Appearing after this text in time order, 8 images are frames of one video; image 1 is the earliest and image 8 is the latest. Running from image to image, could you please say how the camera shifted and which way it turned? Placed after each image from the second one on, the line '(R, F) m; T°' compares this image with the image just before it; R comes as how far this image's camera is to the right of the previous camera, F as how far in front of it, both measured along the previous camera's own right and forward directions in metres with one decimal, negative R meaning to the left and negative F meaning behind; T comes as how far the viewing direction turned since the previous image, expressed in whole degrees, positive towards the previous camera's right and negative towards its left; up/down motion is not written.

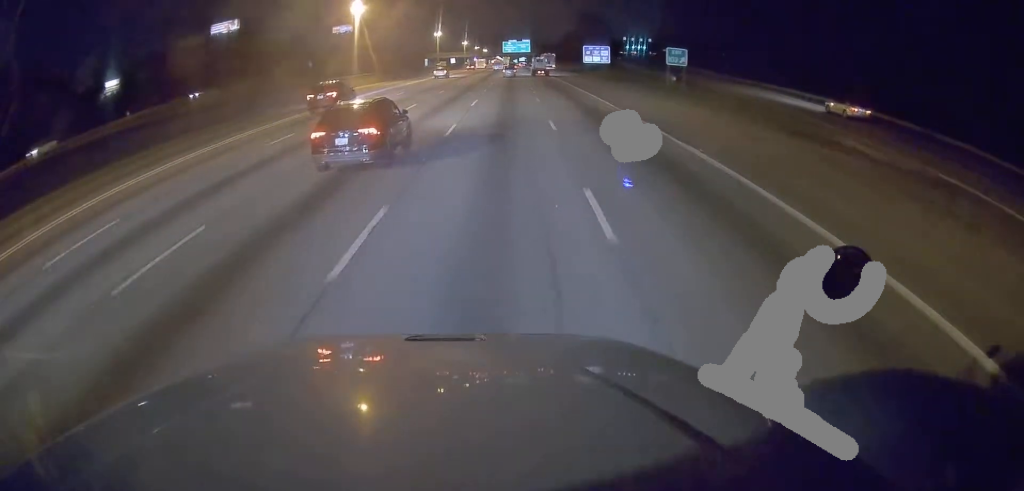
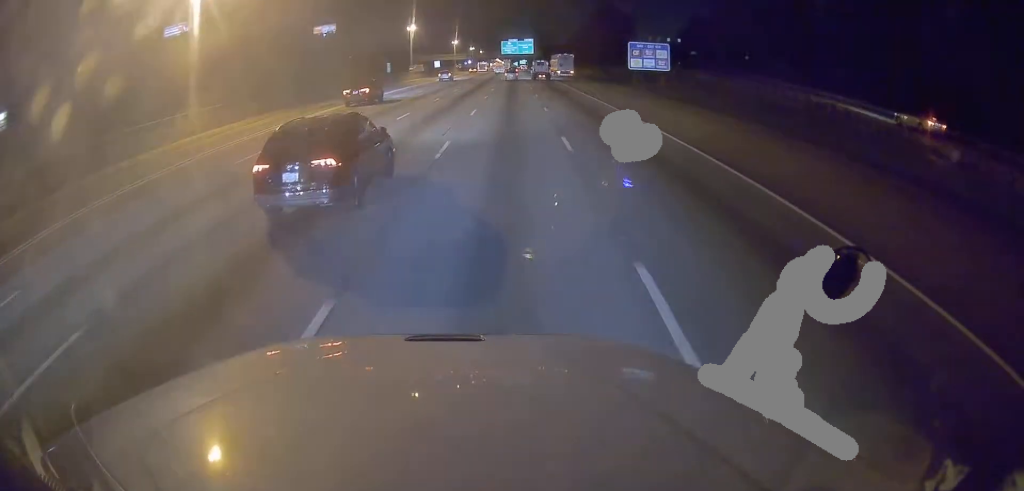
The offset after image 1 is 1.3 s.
(0.0, +40.1) m; 0°
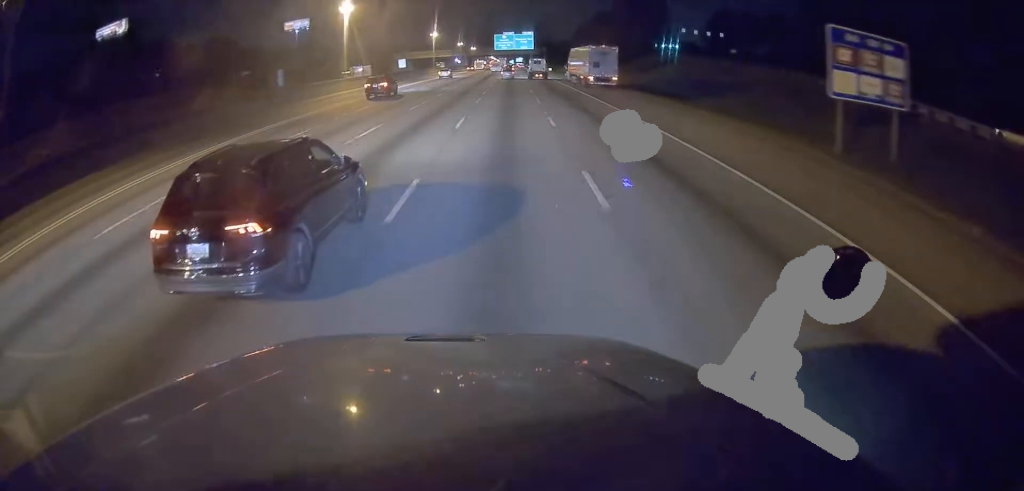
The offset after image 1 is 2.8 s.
(+0.1, +42.6) m; +1°
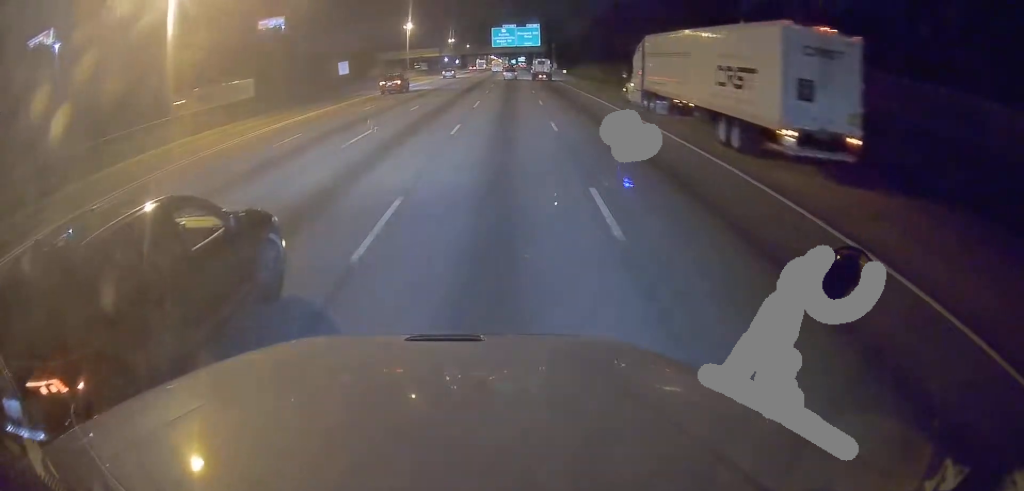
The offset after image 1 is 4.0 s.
(+0.3, +37.9) m; +1°
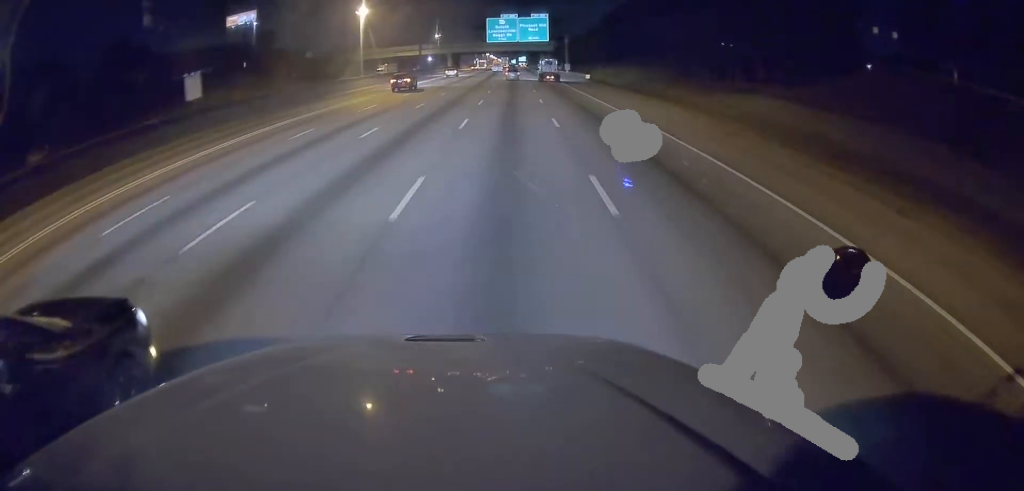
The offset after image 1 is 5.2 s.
(0.0, +34.3) m; -1°
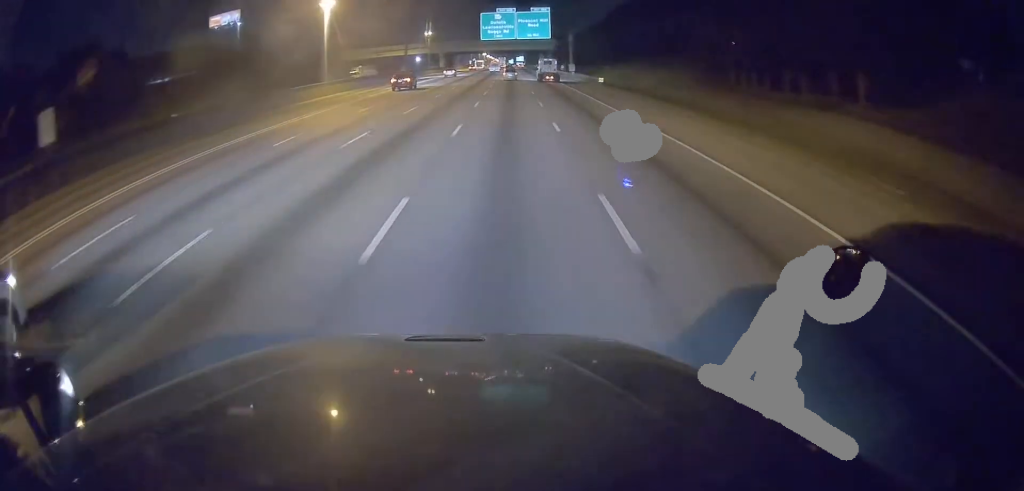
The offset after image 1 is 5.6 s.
(0.0, +13.9) m; 0°
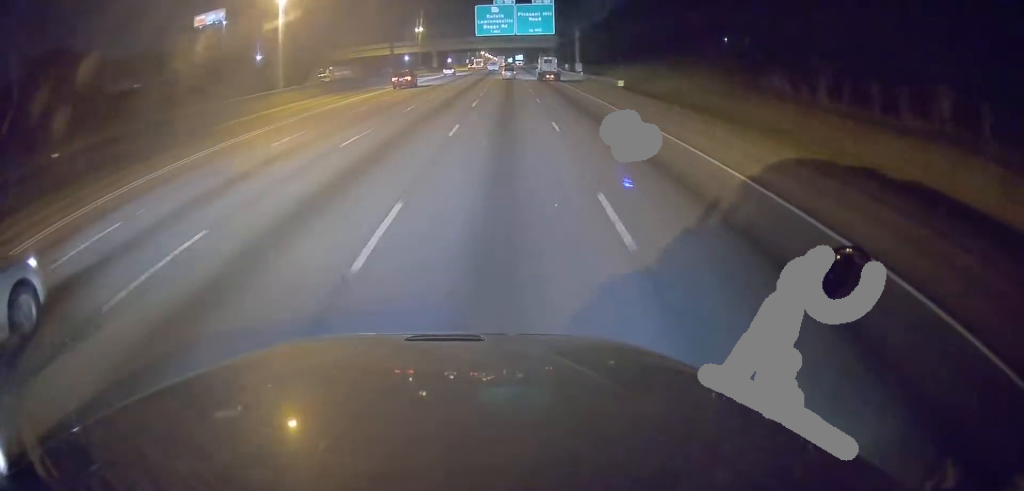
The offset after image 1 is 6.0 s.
(-0.1, +12.4) m; 0°
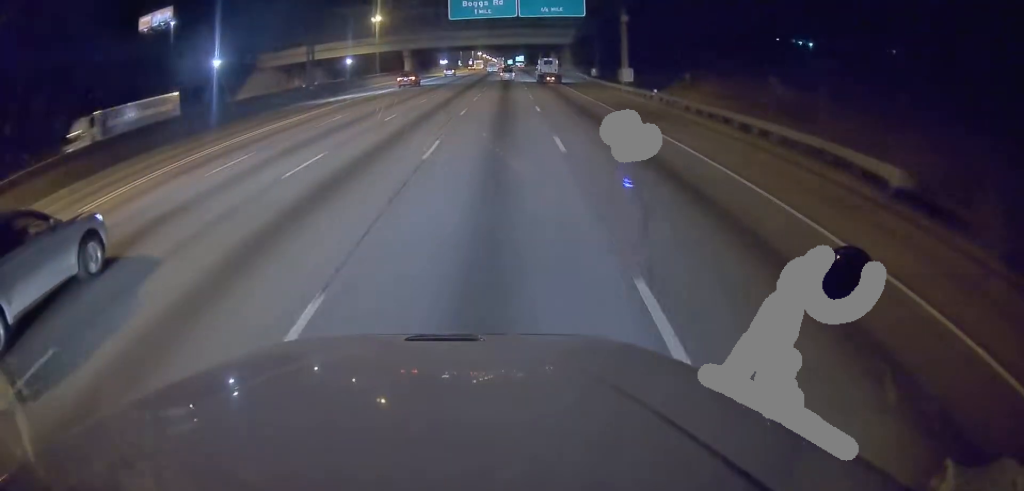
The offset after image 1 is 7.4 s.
(+0.3, +40.1) m; +1°
